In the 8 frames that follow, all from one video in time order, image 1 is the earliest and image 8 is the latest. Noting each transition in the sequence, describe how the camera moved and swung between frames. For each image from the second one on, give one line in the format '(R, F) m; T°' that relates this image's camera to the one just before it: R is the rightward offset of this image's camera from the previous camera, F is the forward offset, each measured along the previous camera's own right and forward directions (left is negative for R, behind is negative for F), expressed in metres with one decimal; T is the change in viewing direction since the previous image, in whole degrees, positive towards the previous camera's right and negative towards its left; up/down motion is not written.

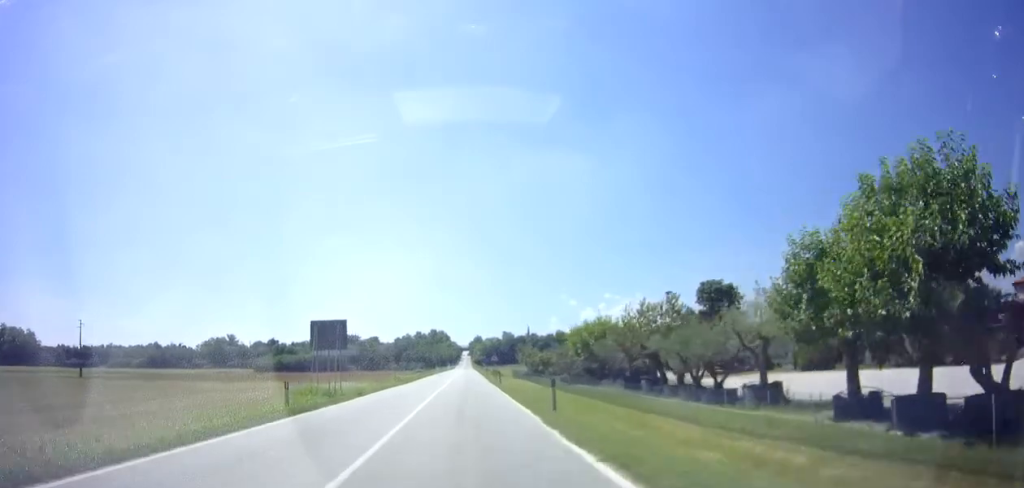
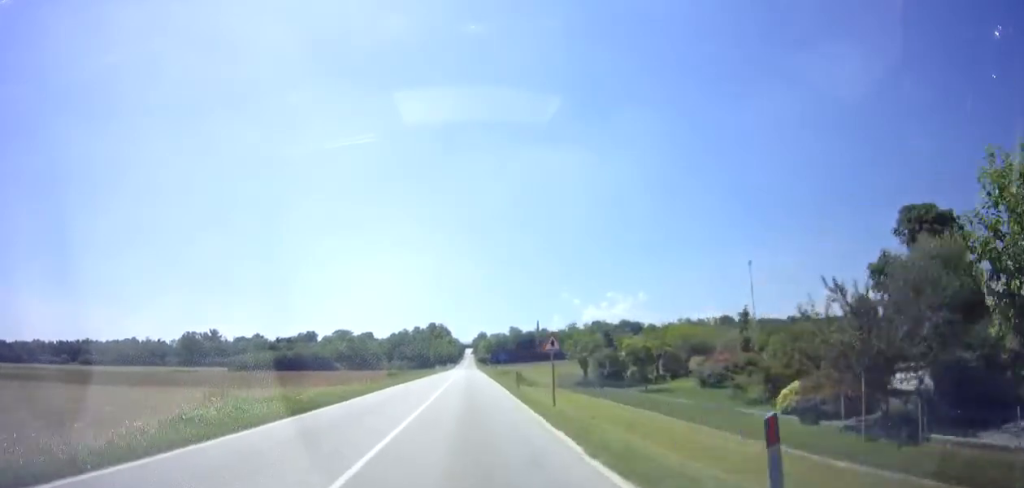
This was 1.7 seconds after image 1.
(-0.4, +36.1) m; -1°
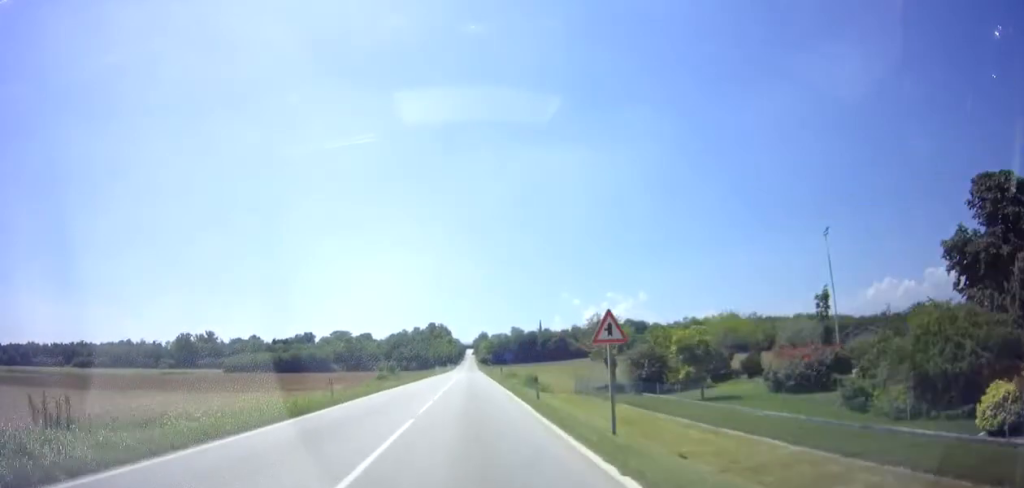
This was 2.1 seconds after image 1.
(0.0, +8.4) m; +1°
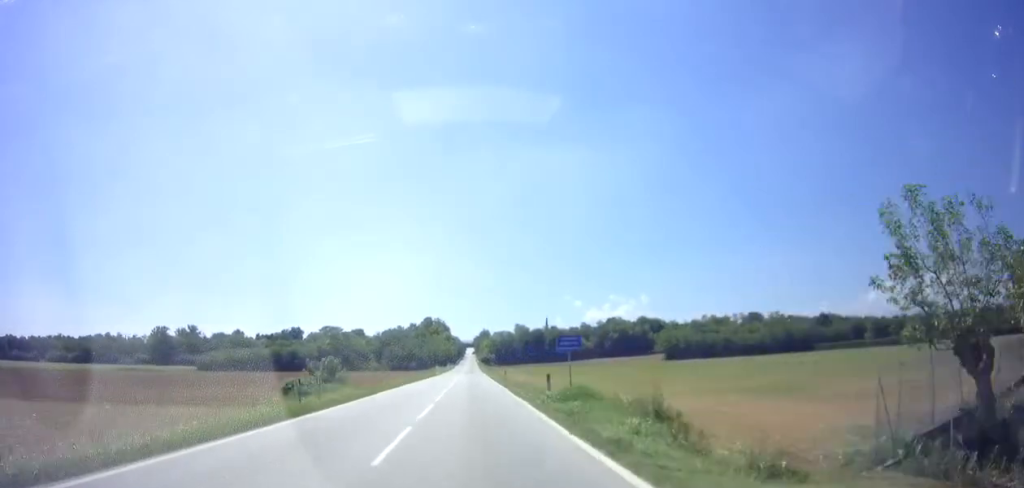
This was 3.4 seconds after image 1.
(+0.4, +26.5) m; 0°
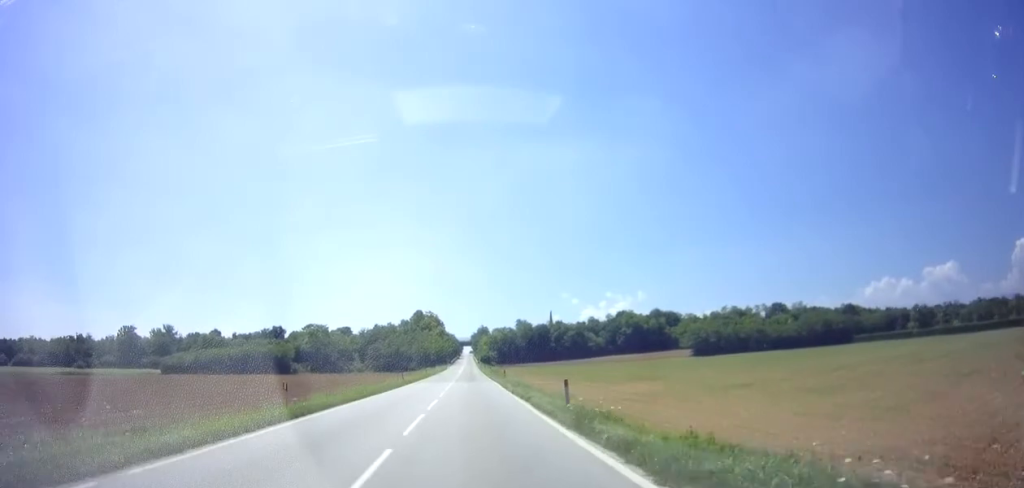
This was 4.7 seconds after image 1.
(-0.2, +28.1) m; 0°
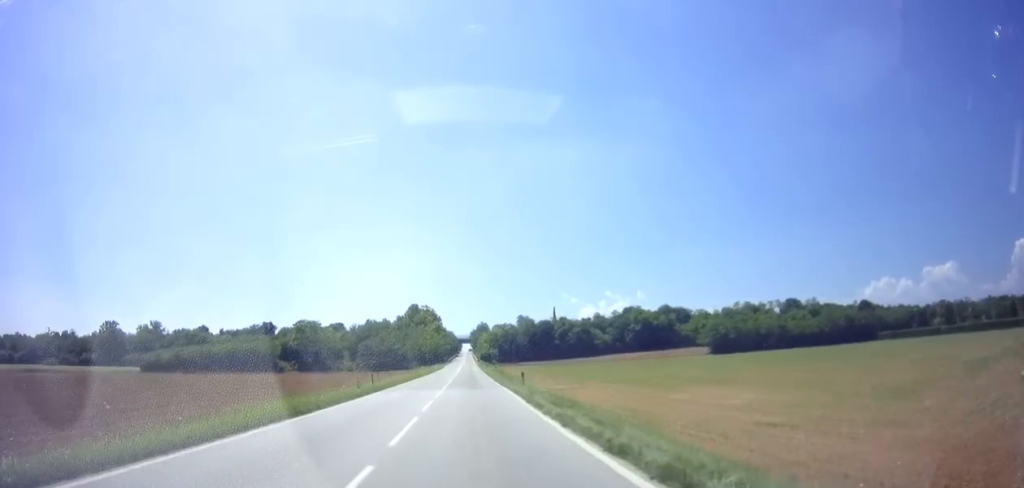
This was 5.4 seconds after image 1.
(+0.3, +14.8) m; 0°
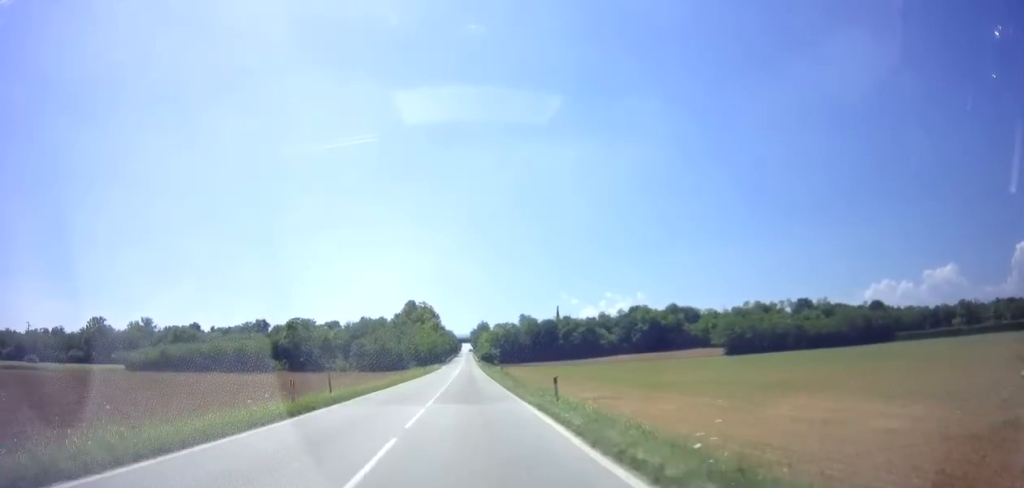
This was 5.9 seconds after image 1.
(-0.2, +9.9) m; -1°
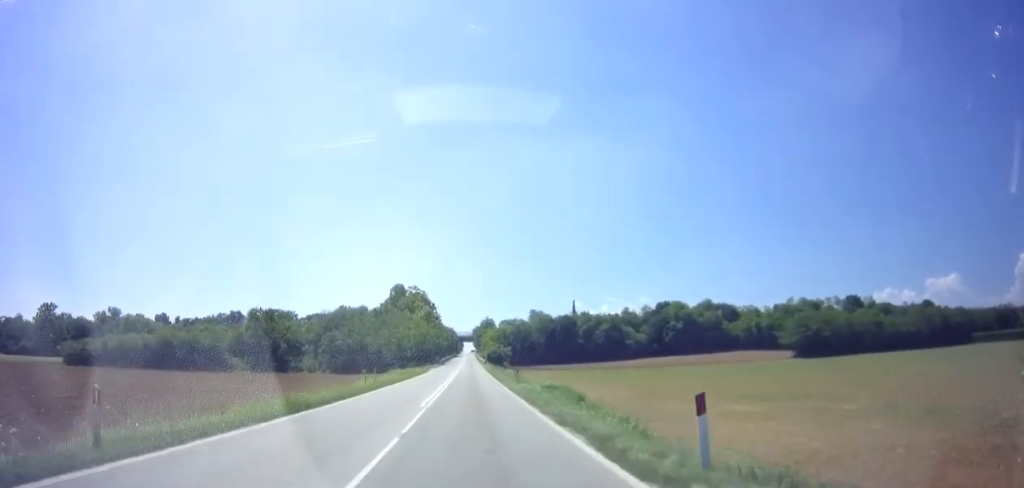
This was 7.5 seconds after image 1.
(-0.4, +35.1) m; +1°
